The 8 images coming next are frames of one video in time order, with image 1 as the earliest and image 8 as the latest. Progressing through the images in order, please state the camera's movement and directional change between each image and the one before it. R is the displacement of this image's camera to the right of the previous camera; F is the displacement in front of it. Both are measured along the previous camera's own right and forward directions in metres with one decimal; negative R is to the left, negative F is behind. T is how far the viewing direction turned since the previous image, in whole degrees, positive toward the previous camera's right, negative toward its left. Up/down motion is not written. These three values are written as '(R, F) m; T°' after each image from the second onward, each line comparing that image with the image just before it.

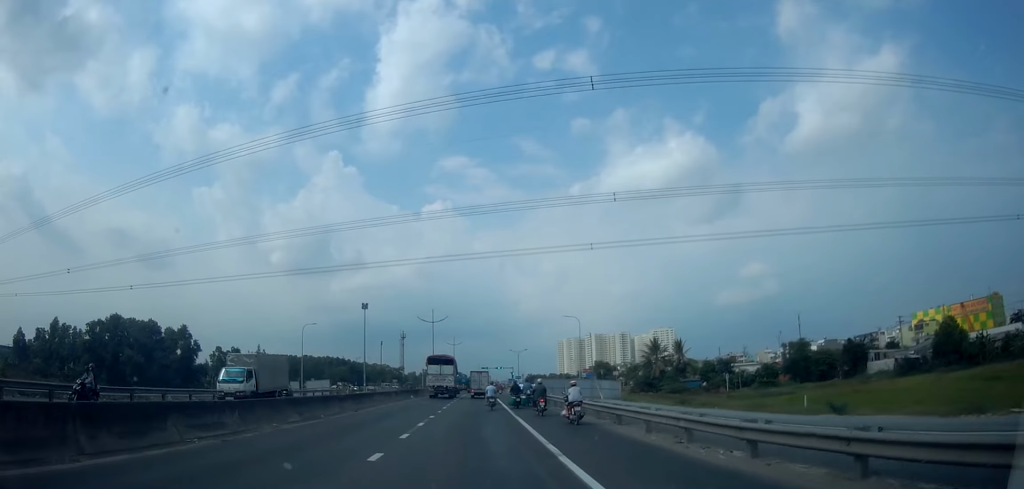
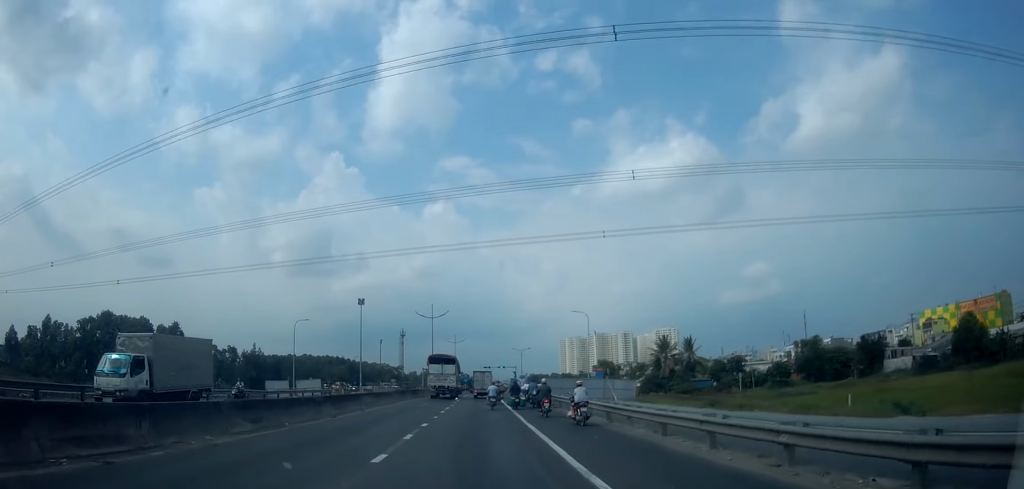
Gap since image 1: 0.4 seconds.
(0.0, +4.0) m; 0°
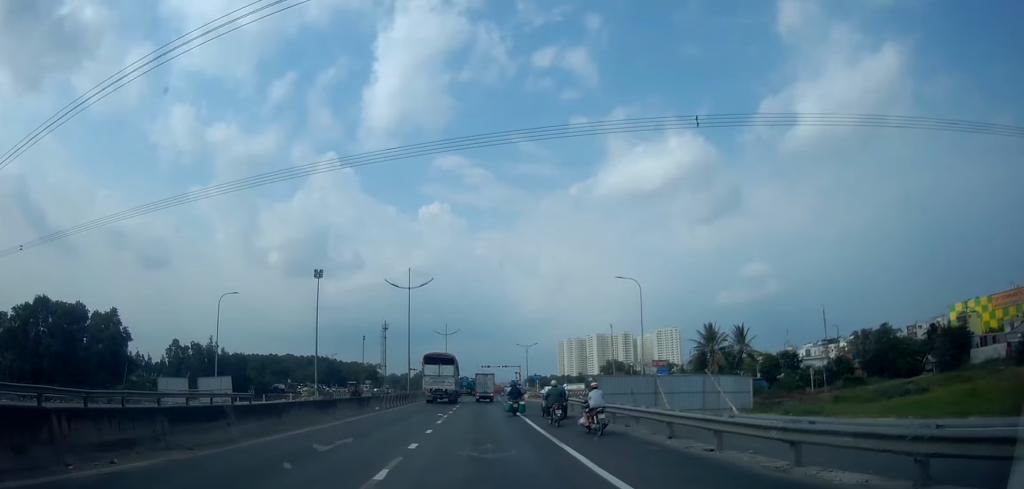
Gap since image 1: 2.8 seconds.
(+0.1, +20.9) m; +1°
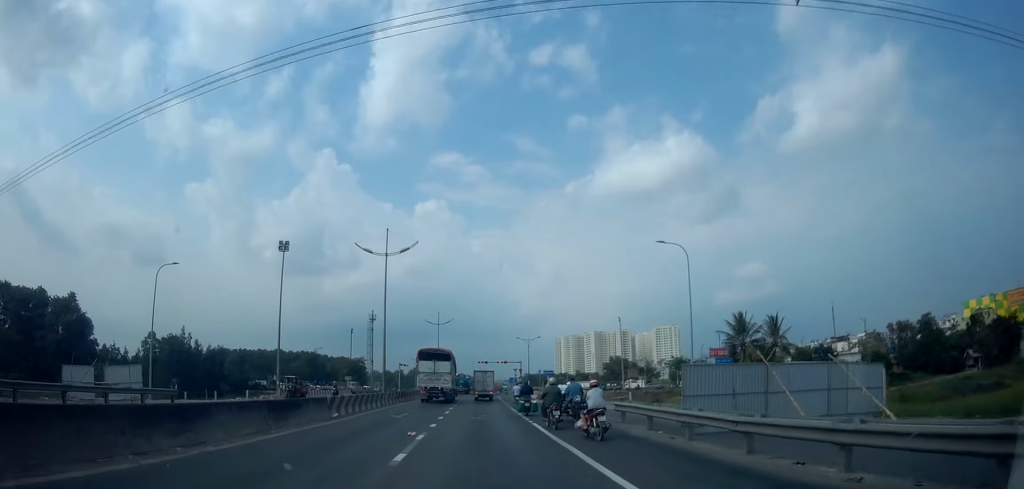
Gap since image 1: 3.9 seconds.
(0.0, +9.9) m; 0°
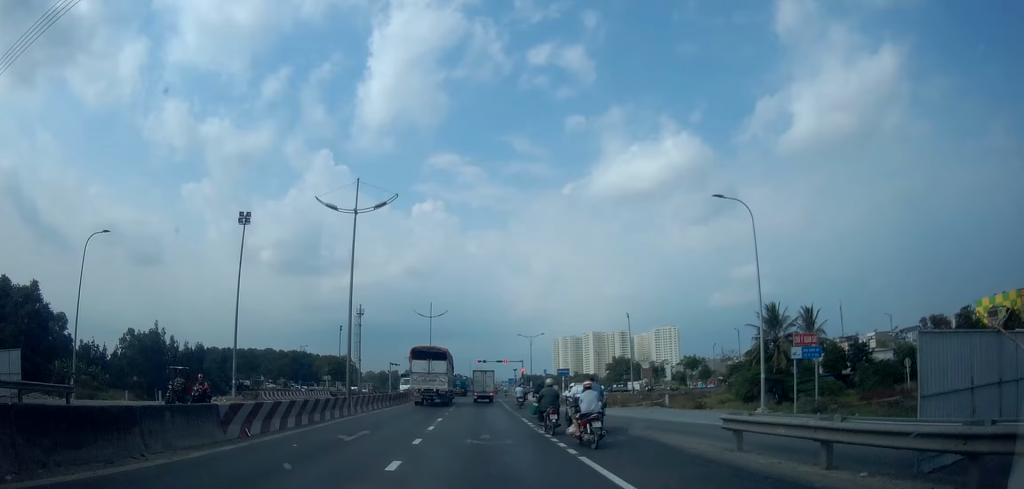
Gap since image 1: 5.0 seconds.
(0.0, +8.4) m; +1°
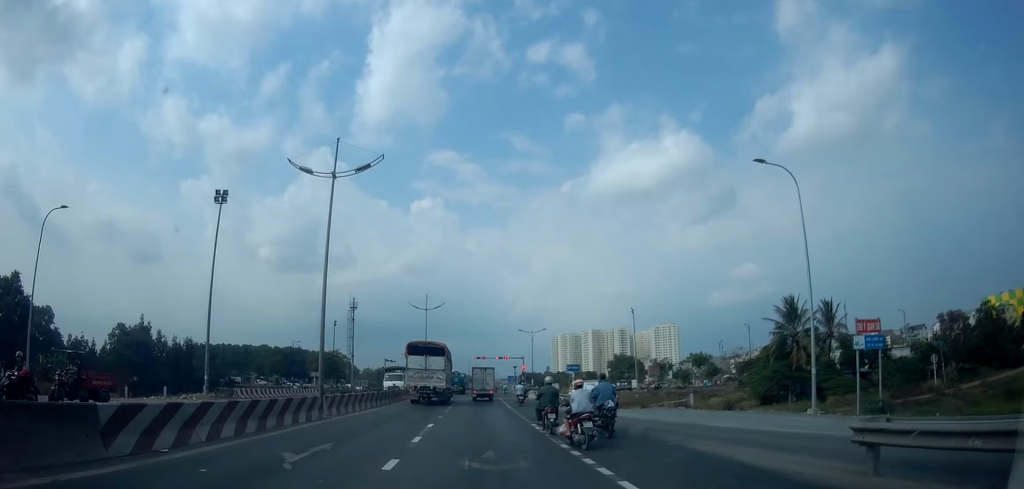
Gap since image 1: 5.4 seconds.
(0.0, +3.9) m; +1°
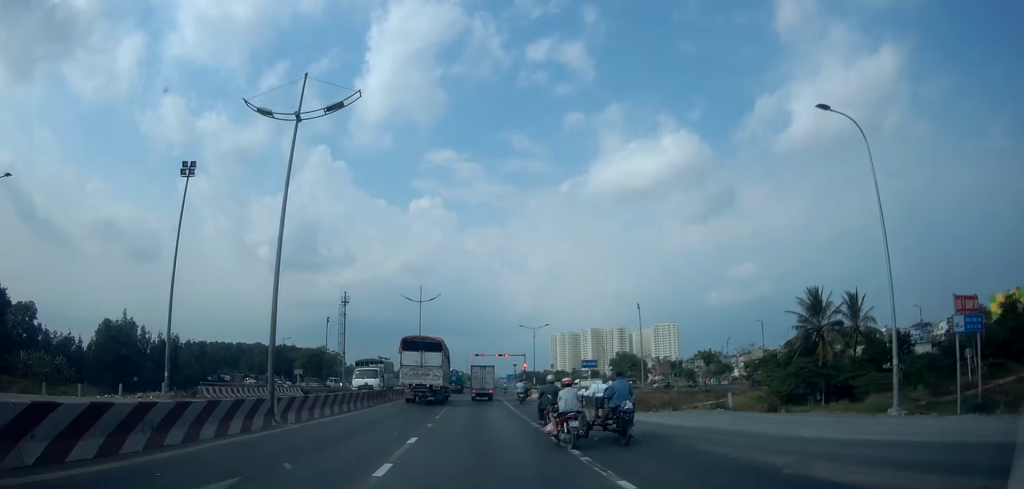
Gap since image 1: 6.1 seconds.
(0.0, +4.8) m; +1°
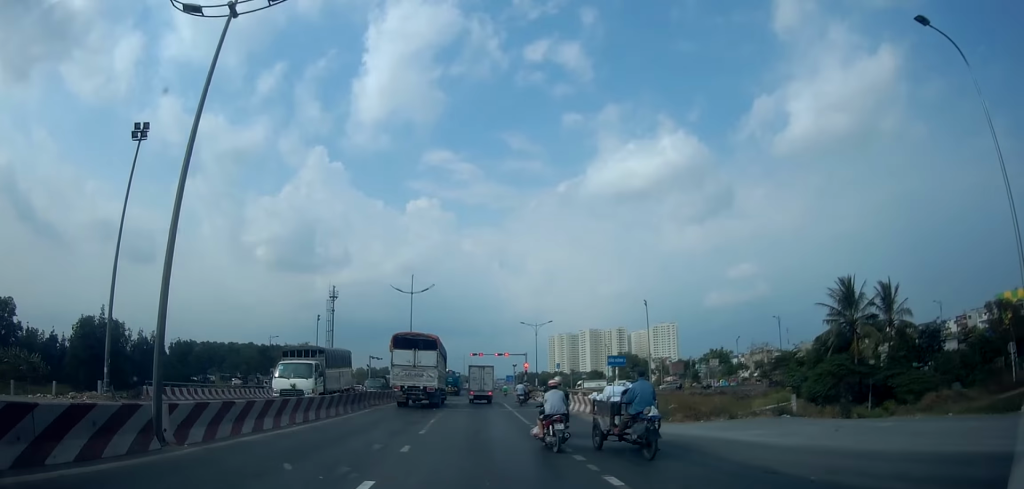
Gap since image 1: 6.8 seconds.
(+0.1, +5.5) m; +1°
